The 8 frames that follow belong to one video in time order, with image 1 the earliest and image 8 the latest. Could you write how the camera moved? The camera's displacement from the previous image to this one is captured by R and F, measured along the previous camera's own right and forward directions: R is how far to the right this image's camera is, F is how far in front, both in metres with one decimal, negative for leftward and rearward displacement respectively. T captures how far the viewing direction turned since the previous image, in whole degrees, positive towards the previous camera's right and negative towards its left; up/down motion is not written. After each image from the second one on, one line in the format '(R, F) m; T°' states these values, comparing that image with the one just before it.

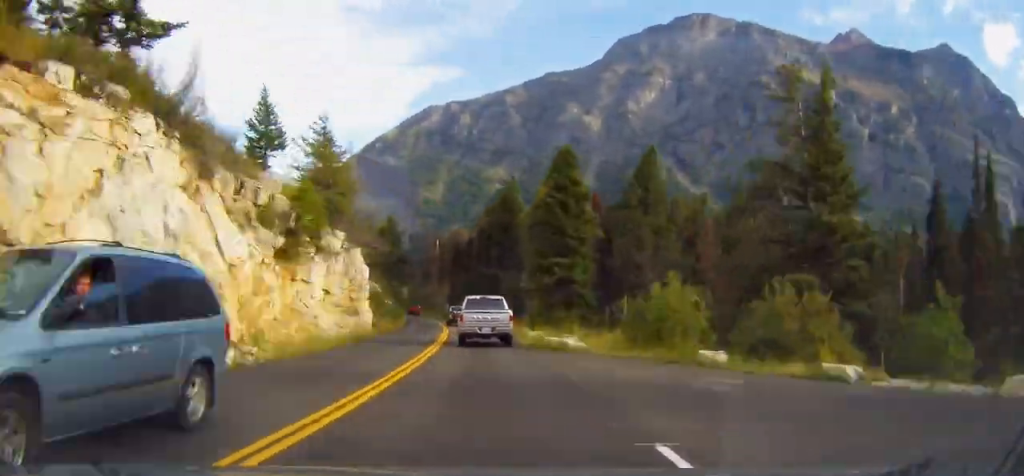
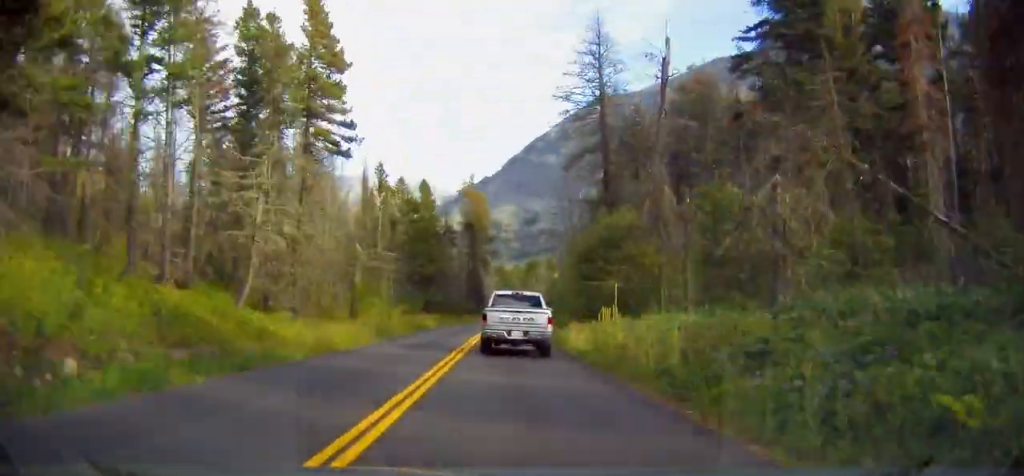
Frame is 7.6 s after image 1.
(-9.3, +110.8) m; -2°
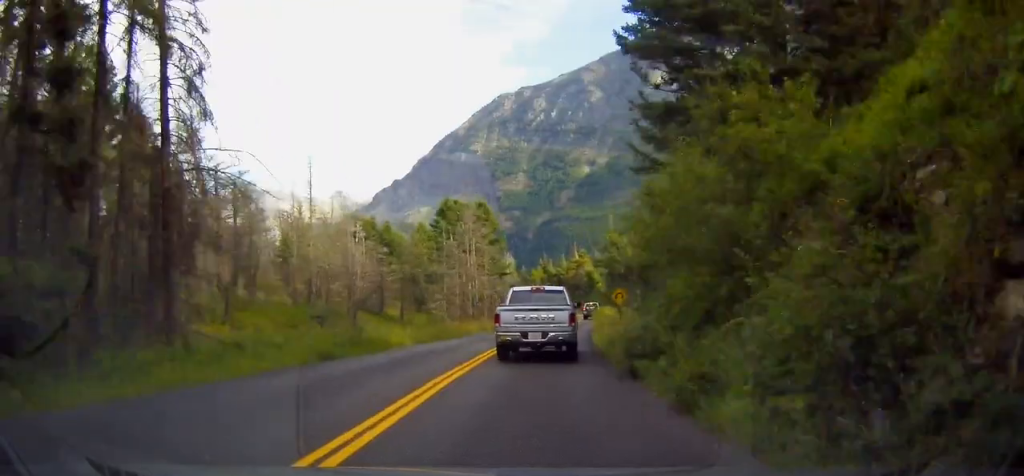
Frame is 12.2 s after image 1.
(+1.8, +64.7) m; -2°
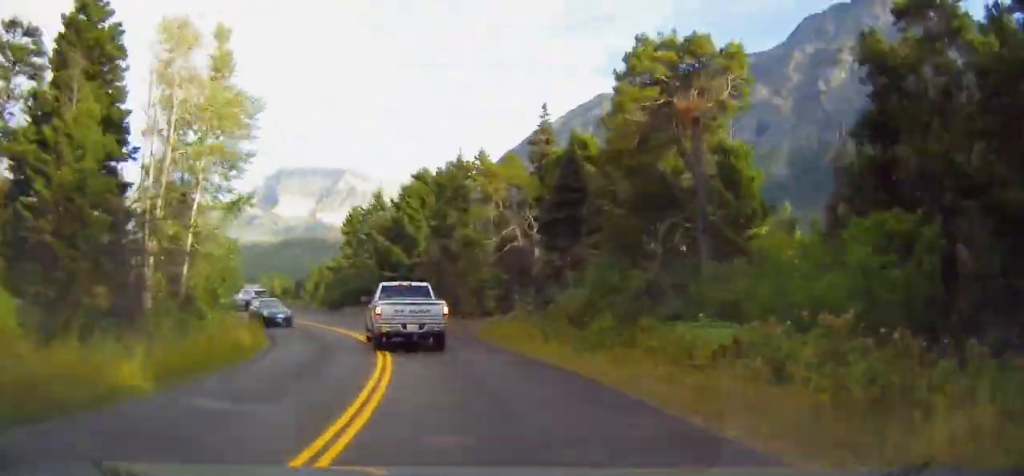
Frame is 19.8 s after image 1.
(-11.0, +94.2) m; -41°
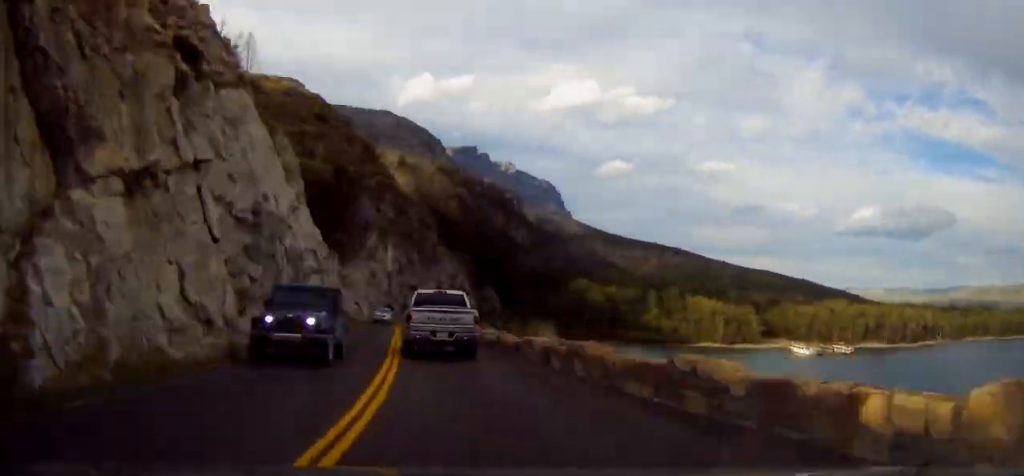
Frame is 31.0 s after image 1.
(-90.5, +62.9) m; -79°
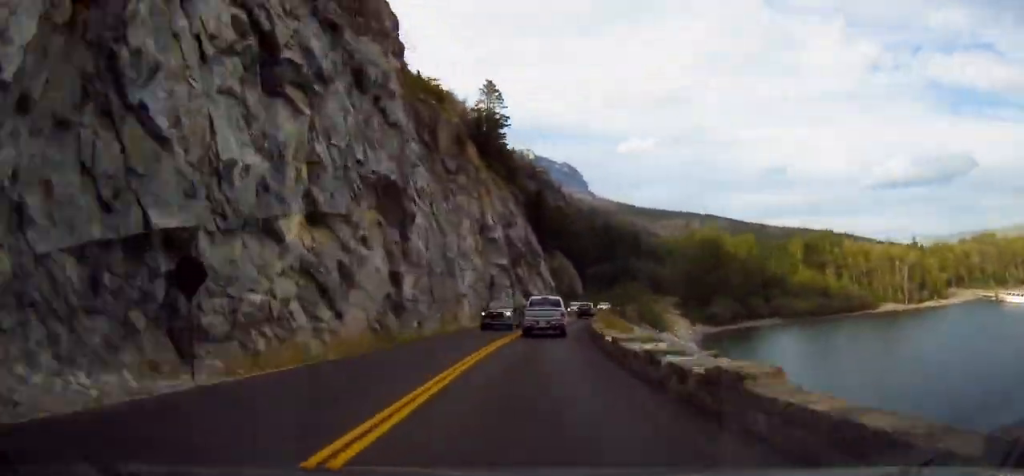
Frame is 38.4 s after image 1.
(-6.7, +95.0) m; +4°
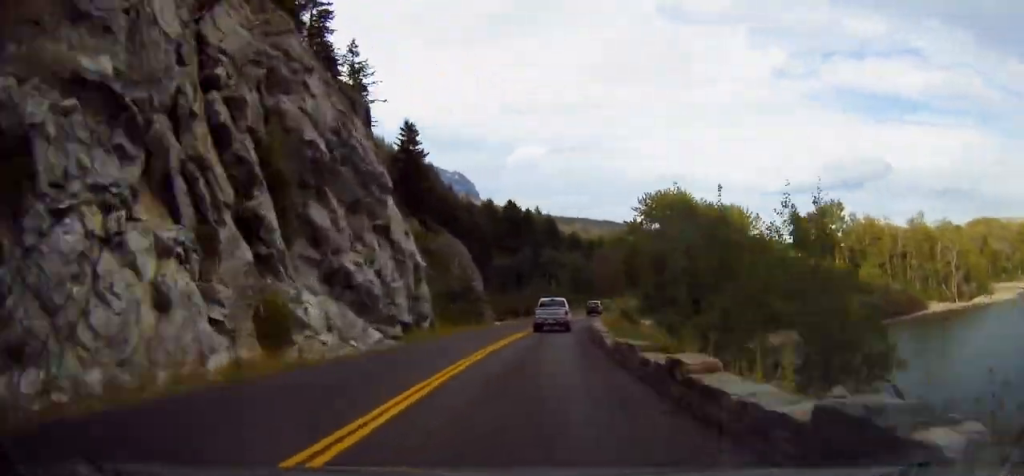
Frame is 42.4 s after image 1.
(+4.3, +53.1) m; +9°
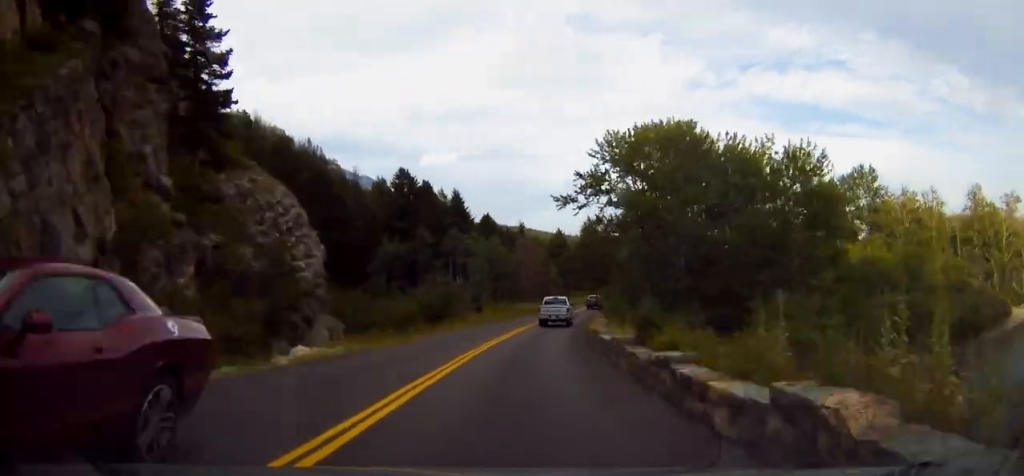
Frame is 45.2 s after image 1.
(+0.7, +37.9) m; +6°
